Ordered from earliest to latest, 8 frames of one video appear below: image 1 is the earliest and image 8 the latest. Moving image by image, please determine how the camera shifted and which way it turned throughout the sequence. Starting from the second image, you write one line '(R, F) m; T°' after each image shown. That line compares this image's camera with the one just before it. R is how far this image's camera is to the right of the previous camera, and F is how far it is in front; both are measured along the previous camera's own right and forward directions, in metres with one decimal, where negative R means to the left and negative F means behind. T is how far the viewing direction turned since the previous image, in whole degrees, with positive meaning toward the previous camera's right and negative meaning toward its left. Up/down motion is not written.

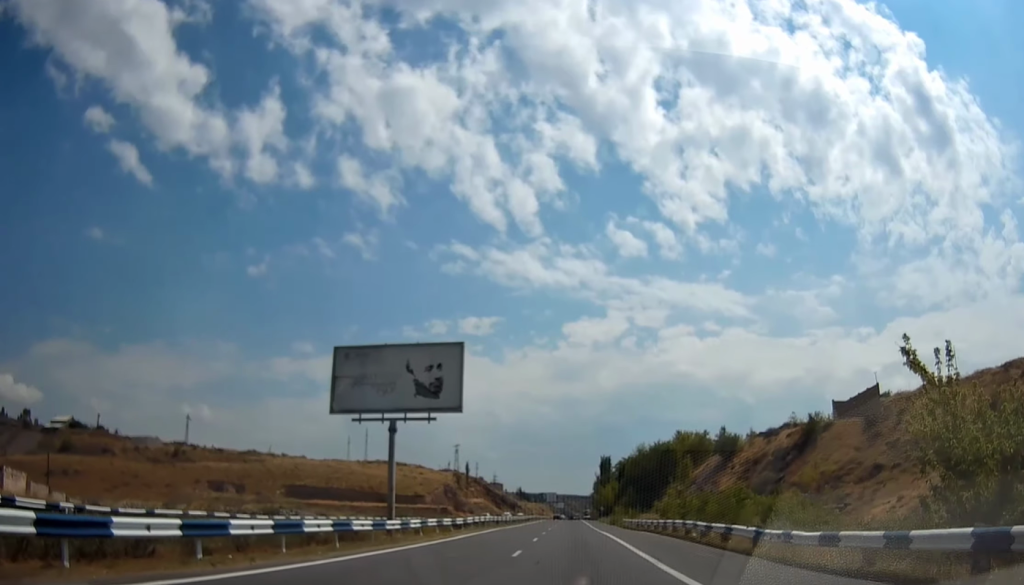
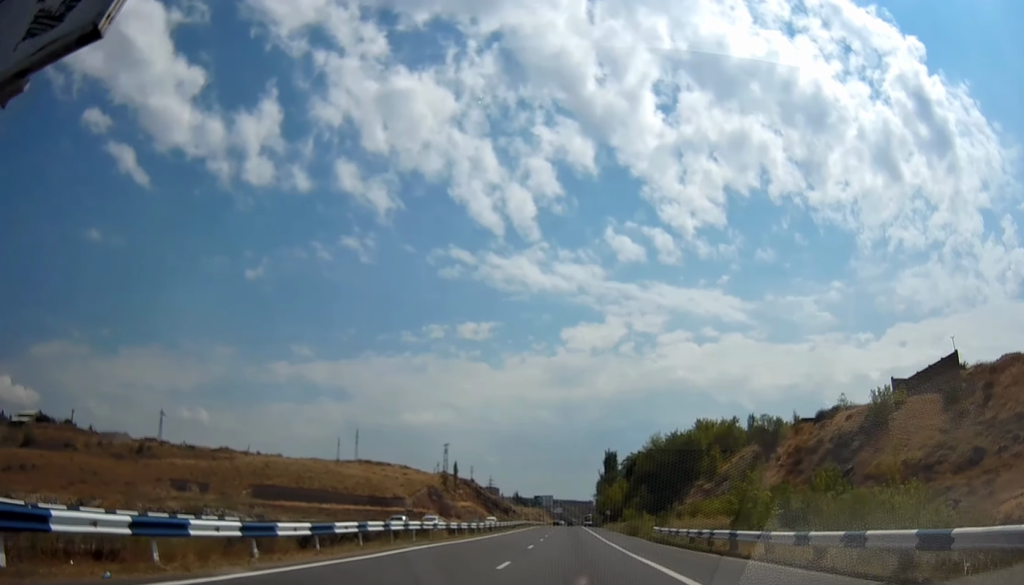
(0.0, +25.5) m; 0°
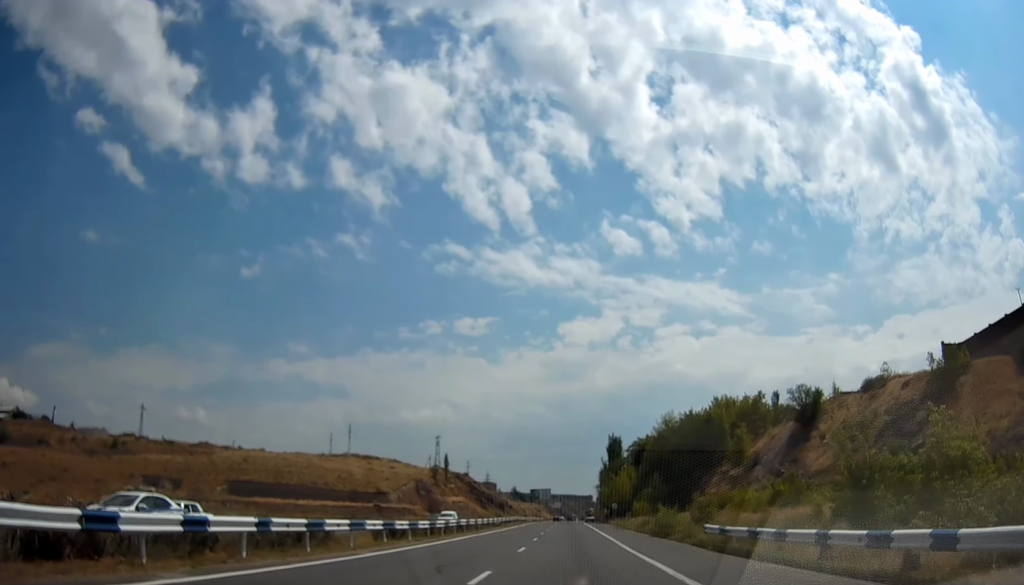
(0.0, +16.4) m; 0°
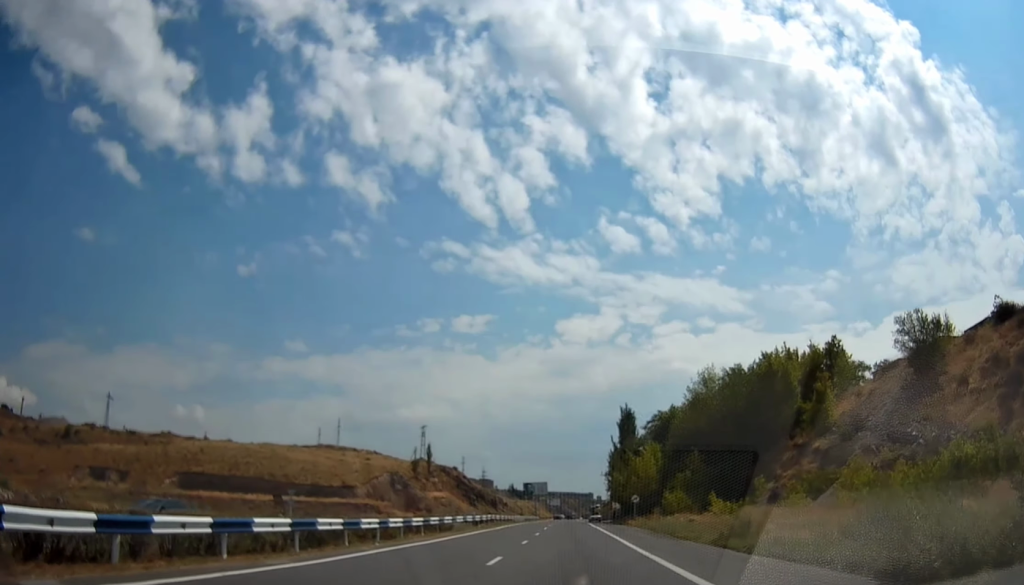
(+0.3, +28.3) m; +1°
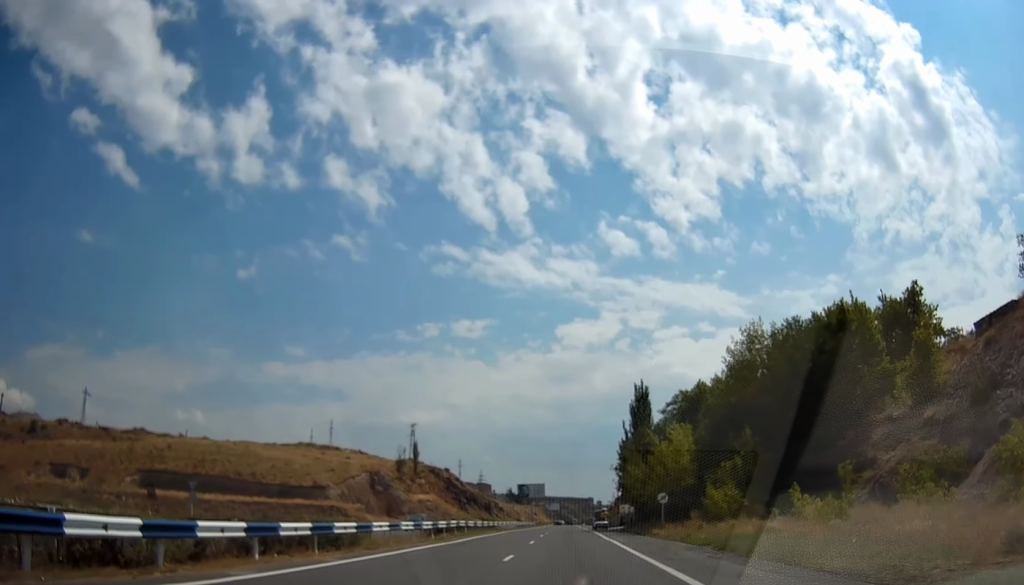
(+0.2, +17.9) m; 0°
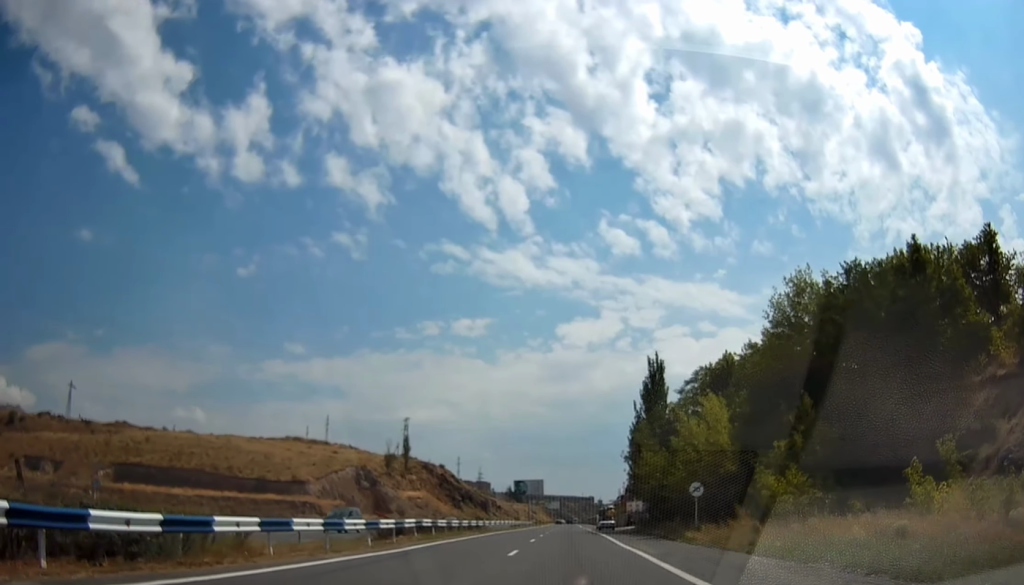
(+0.1, +10.8) m; -1°
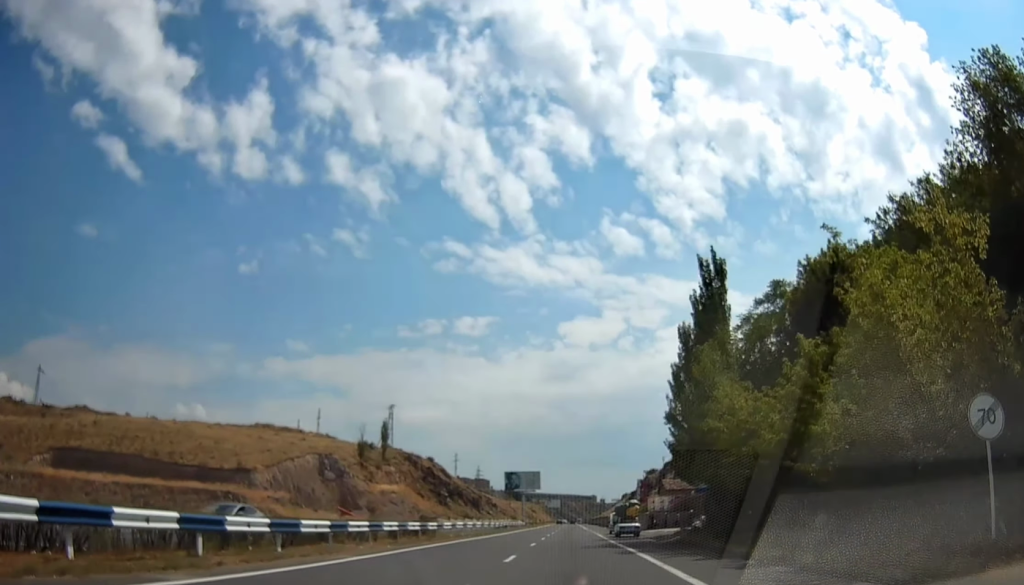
(-0.4, +23.7) m; -2°
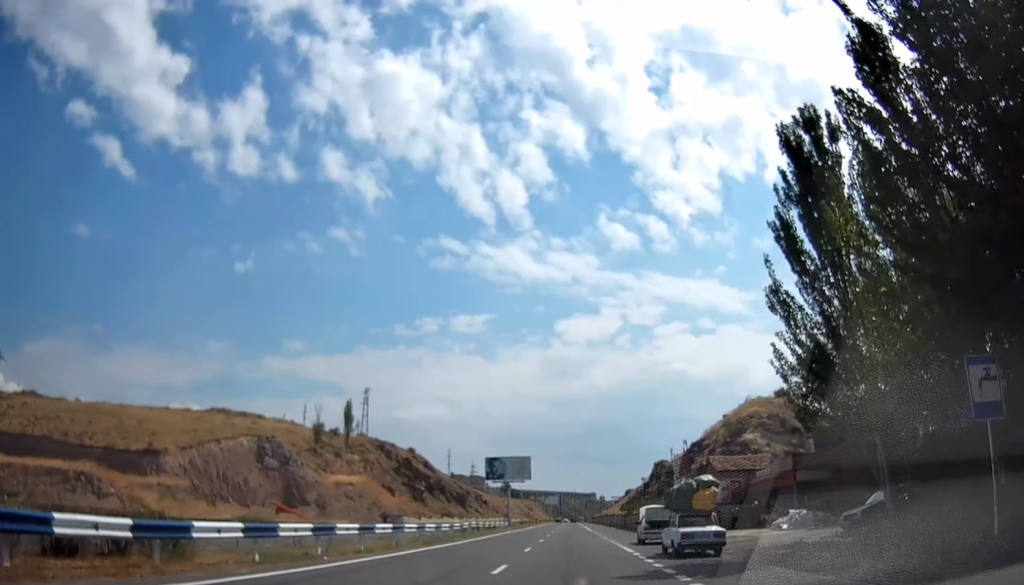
(-0.4, +24.9) m; 0°
